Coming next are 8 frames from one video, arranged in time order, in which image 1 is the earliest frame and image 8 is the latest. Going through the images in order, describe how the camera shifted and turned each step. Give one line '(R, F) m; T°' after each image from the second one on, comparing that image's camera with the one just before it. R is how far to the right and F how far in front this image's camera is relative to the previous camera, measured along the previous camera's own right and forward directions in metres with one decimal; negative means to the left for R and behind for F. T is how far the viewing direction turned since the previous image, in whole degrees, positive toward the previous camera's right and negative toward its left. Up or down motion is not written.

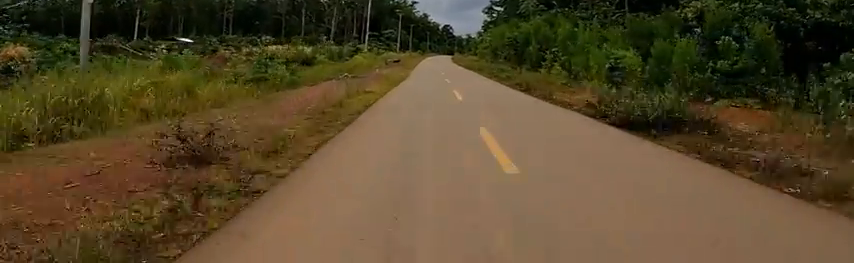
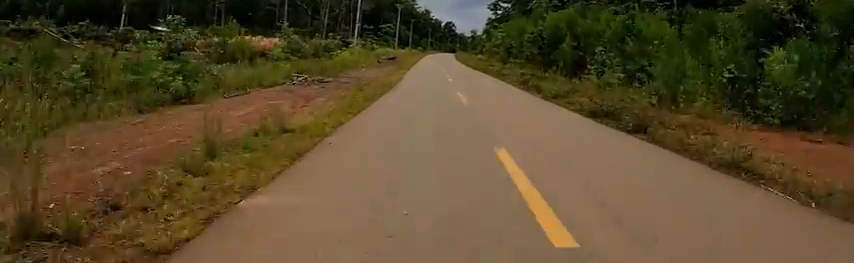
(-0.7, +9.4) m; 0°
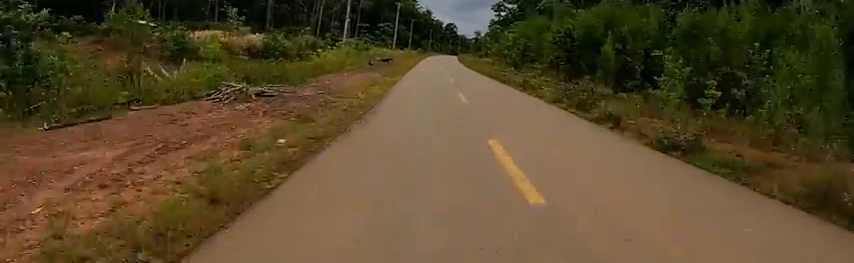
(-0.1, +7.2) m; +2°
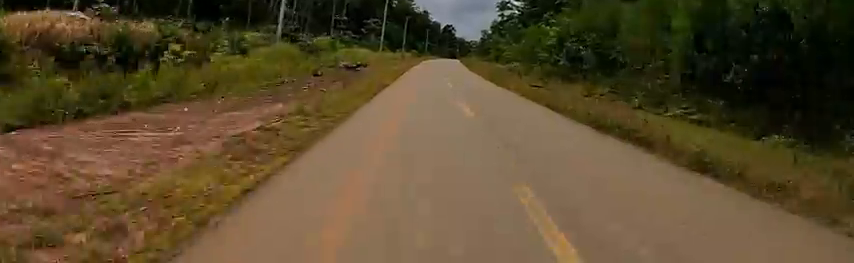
(+1.3, +18.0) m; +4°
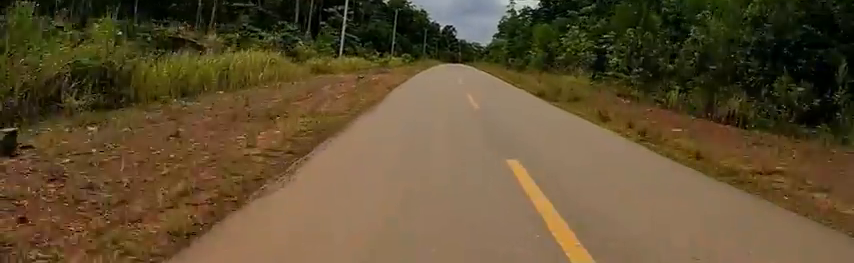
(0.0, +30.0) m; +1°
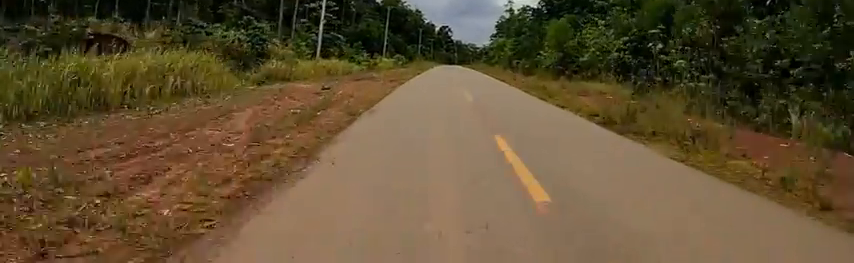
(+0.1, +6.7) m; 0°
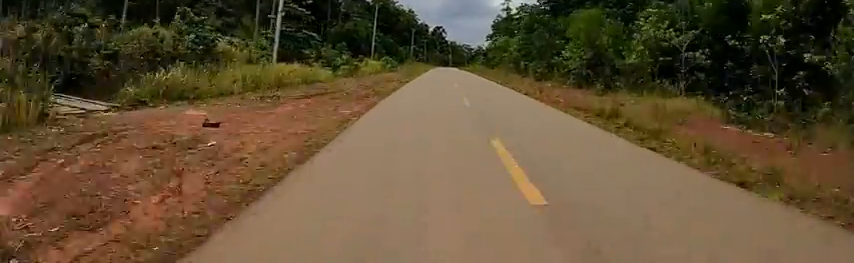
(+0.1, +8.6) m; 0°
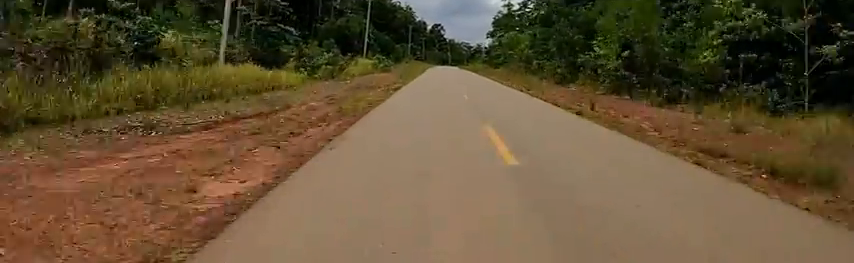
(0.0, +7.1) m; 0°
